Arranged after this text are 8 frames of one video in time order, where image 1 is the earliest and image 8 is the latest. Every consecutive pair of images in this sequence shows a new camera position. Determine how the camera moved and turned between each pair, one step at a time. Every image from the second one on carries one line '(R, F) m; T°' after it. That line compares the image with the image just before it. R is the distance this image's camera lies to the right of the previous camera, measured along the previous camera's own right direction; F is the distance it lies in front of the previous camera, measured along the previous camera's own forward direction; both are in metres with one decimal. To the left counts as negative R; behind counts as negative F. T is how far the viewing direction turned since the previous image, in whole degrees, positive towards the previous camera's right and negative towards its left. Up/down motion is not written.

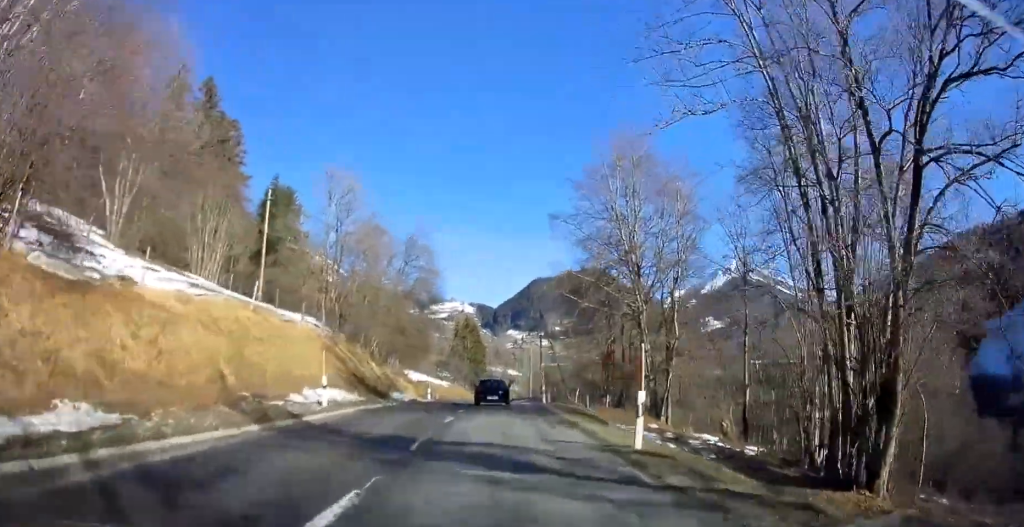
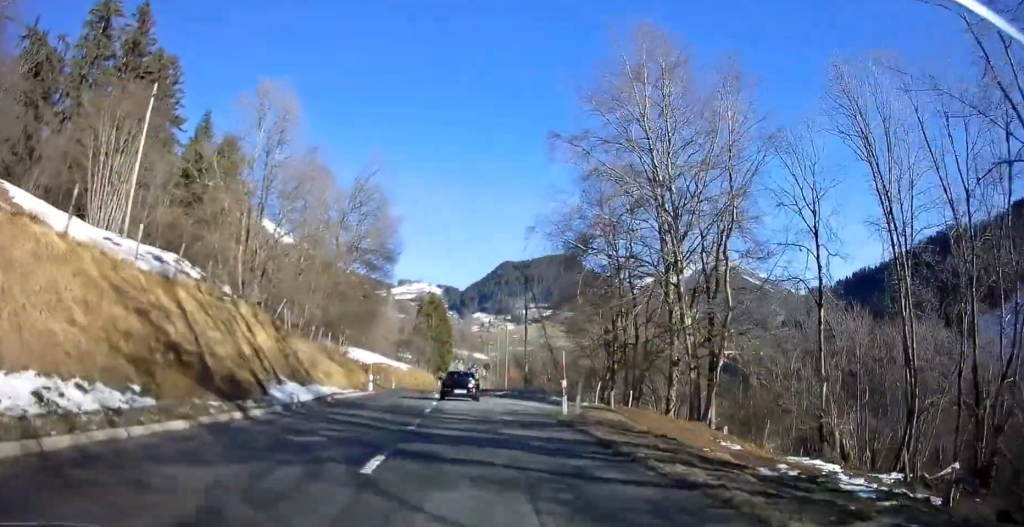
(+0.6, +15.2) m; +3°
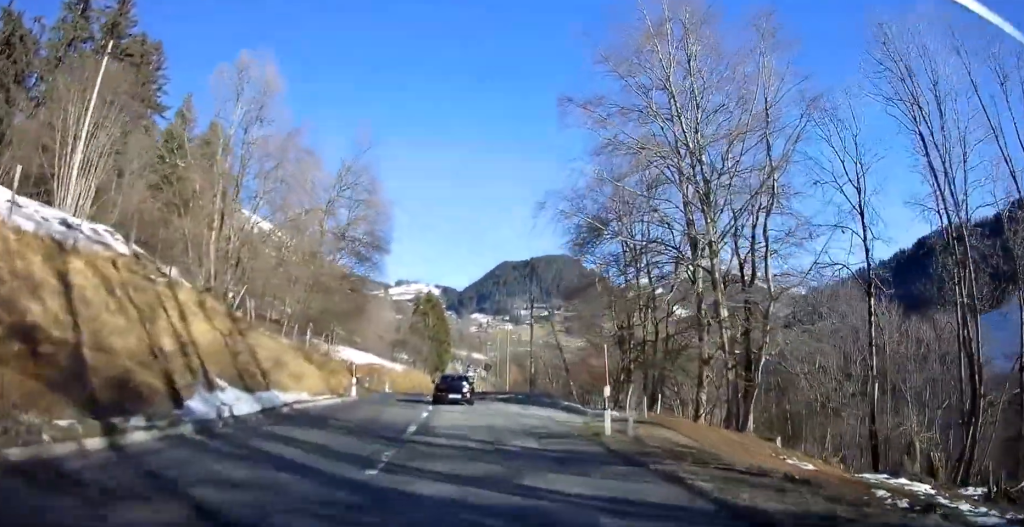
(0.0, +5.5) m; 0°
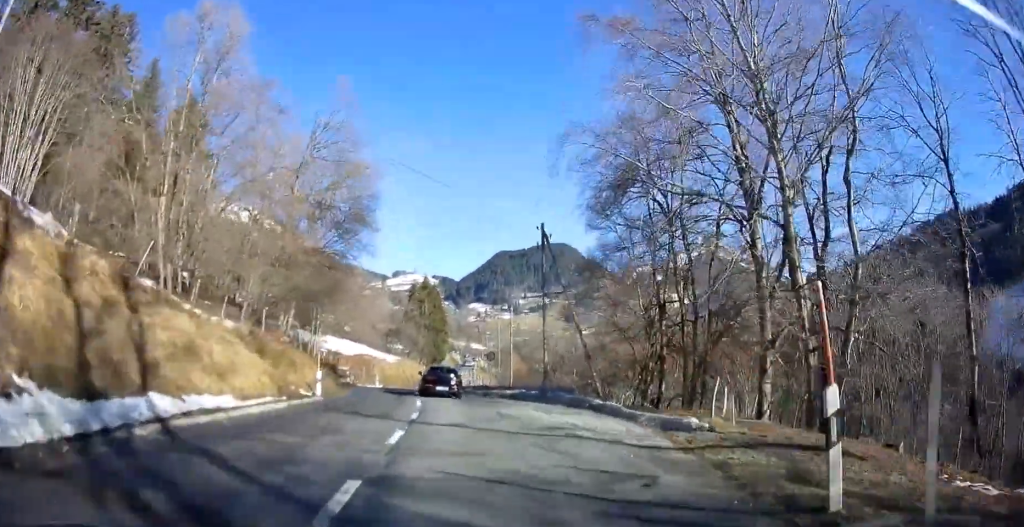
(0.0, +7.7) m; -1°
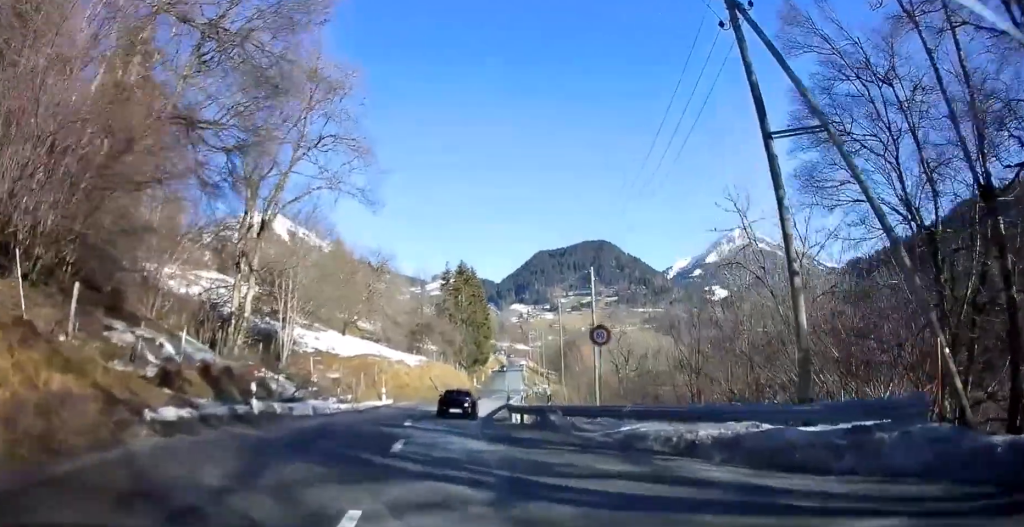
(-0.4, +25.0) m; -2°
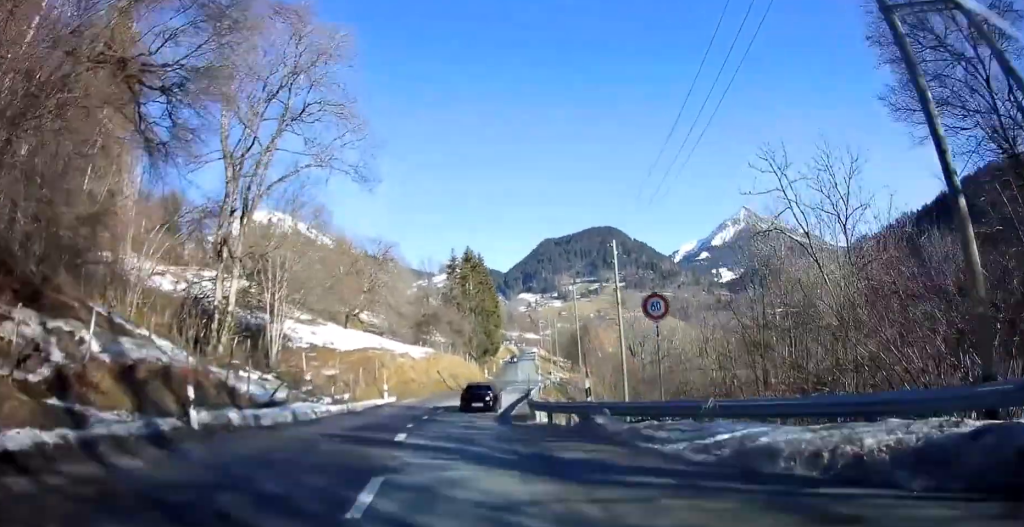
(-0.1, +4.8) m; 0°
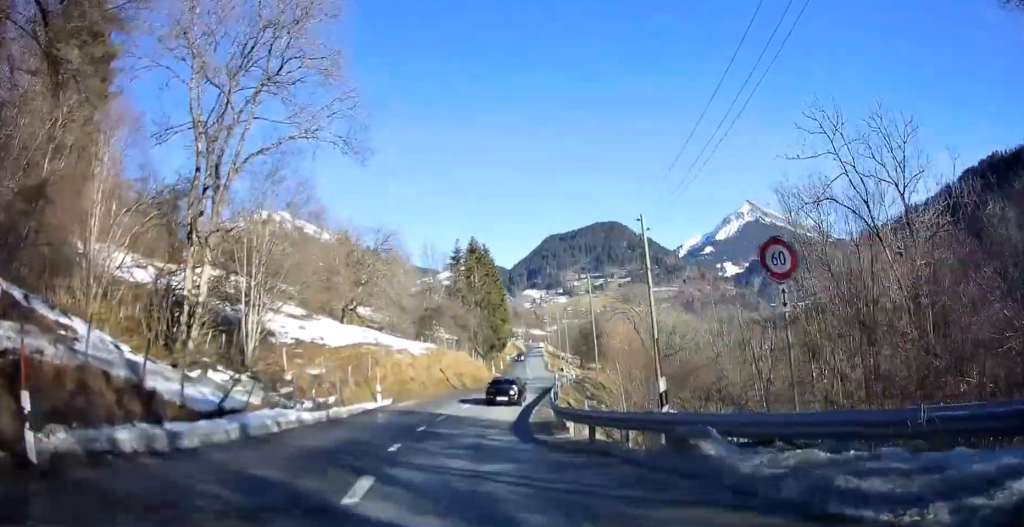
(0.0, +5.2) m; 0°
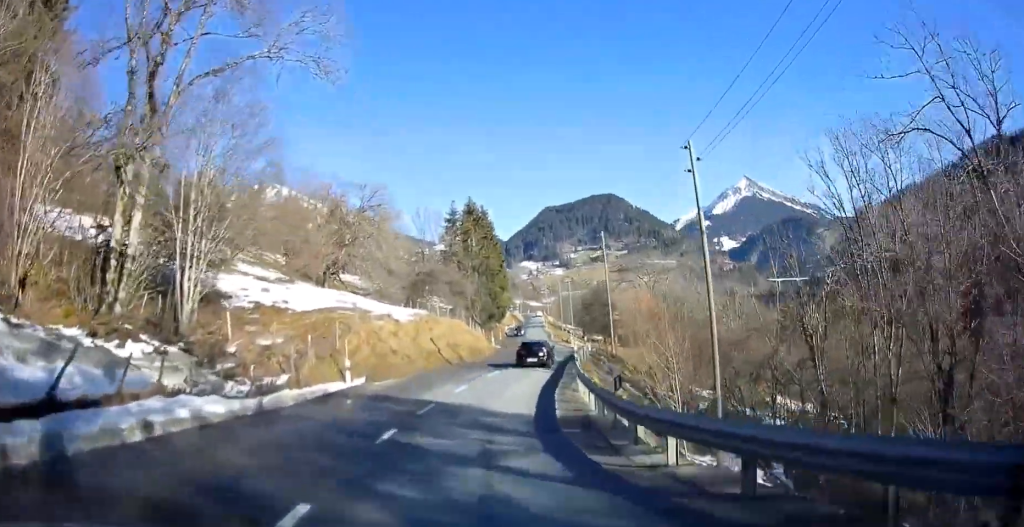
(0.0, +7.8) m; +1°
